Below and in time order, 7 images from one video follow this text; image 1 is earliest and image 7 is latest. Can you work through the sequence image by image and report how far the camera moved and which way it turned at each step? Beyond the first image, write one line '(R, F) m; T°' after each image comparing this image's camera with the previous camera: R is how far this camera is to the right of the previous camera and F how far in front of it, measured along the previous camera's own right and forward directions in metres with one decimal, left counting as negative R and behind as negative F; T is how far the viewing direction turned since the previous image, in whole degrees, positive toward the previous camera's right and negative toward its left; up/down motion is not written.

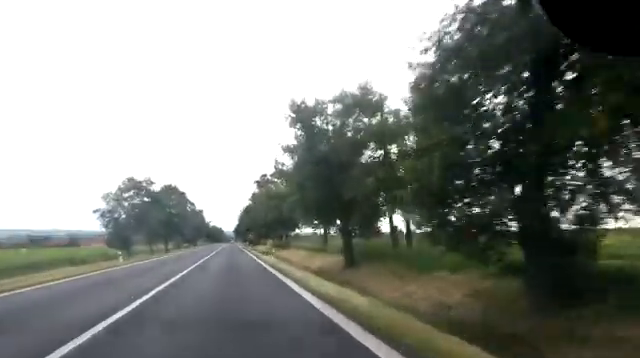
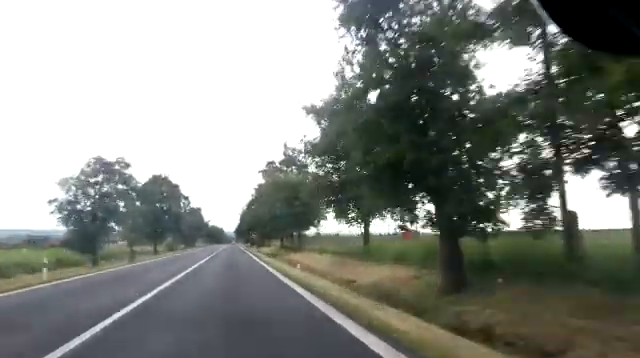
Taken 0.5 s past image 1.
(0.0, +11.6) m; 0°
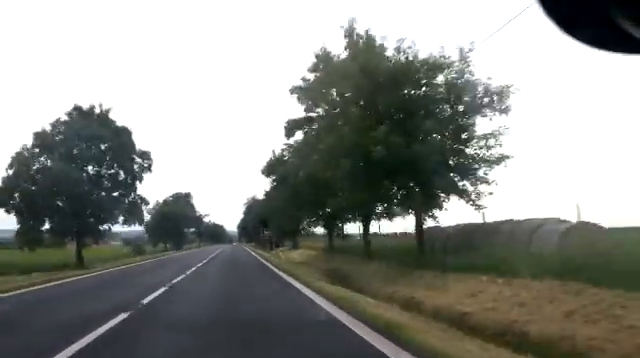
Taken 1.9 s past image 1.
(0.0, +31.9) m; 0°
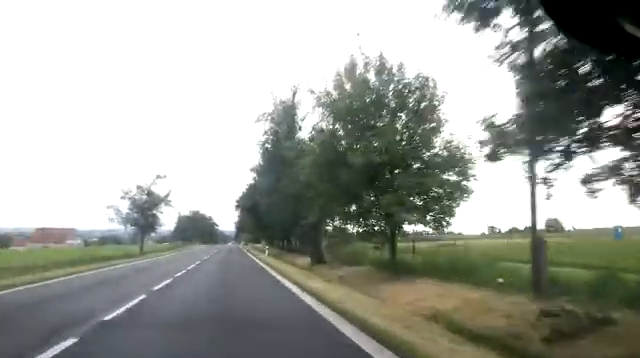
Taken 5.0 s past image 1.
(0.0, +72.1) m; 0°
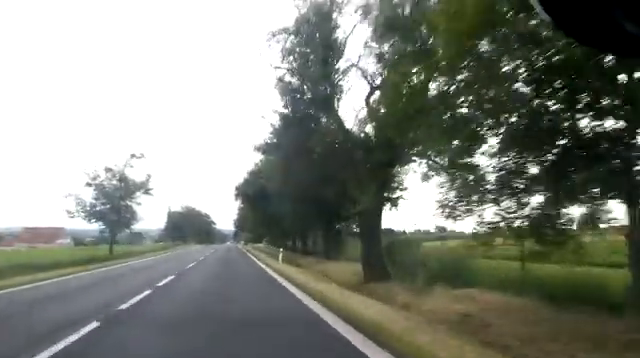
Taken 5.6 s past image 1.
(0.0, +11.6) m; 0°
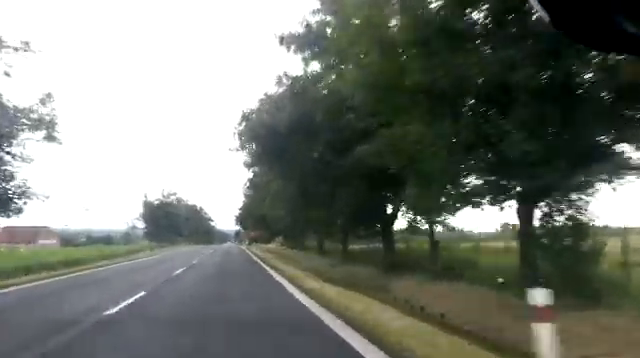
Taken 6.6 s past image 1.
(0.0, +20.6) m; 0°
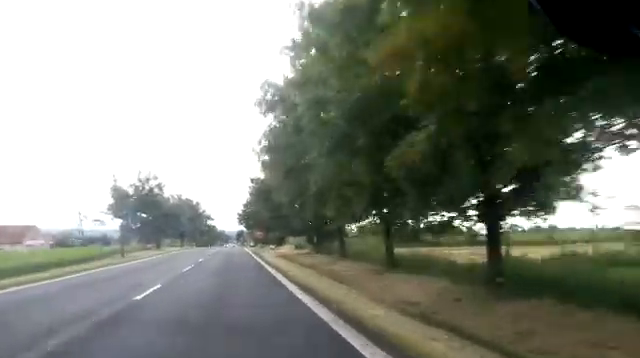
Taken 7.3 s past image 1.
(0.0, +13.1) m; 0°
